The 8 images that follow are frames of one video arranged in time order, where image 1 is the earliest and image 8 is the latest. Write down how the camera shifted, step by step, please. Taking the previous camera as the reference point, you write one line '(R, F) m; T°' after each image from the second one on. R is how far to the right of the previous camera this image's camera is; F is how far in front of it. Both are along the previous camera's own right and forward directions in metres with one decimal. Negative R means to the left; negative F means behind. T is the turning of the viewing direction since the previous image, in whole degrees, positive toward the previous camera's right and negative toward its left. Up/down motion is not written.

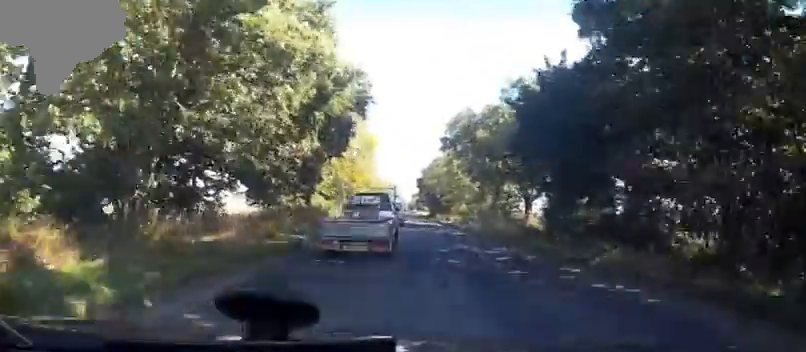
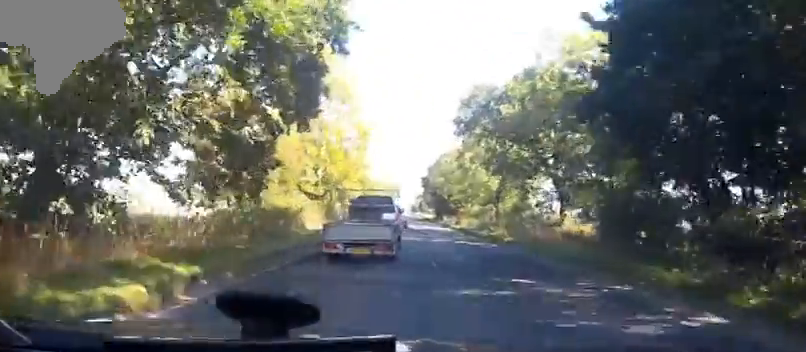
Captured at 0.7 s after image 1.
(-0.1, +9.6) m; +1°
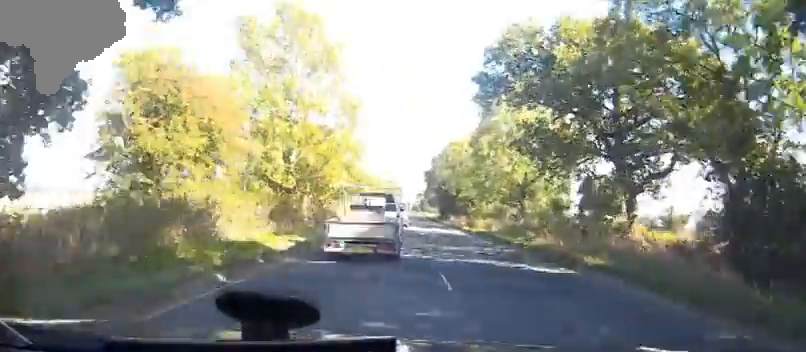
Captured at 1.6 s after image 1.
(+0.4, +11.0) m; 0°
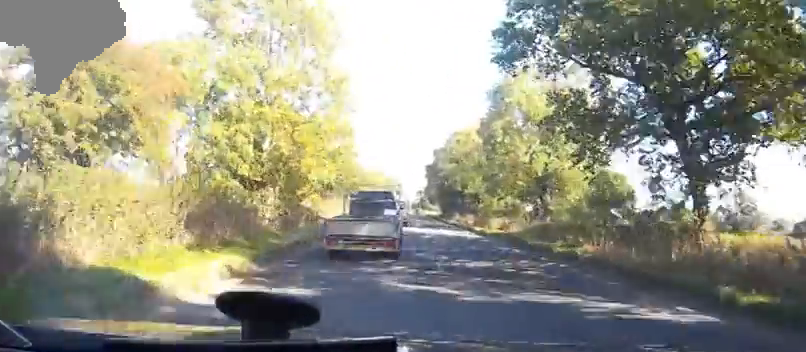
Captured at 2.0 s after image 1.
(-0.1, +6.3) m; -1°
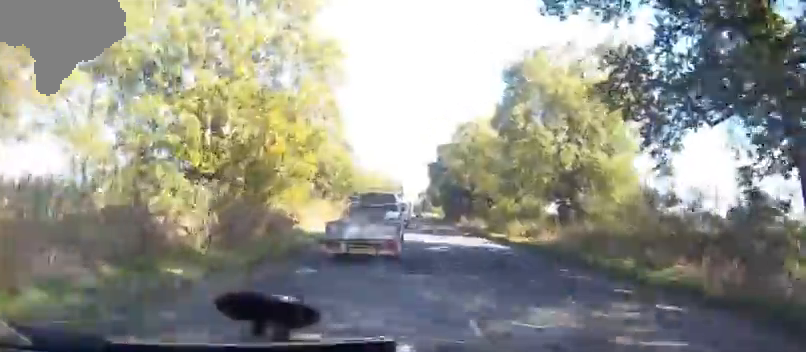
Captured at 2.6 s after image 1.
(-0.2, +6.8) m; -1°
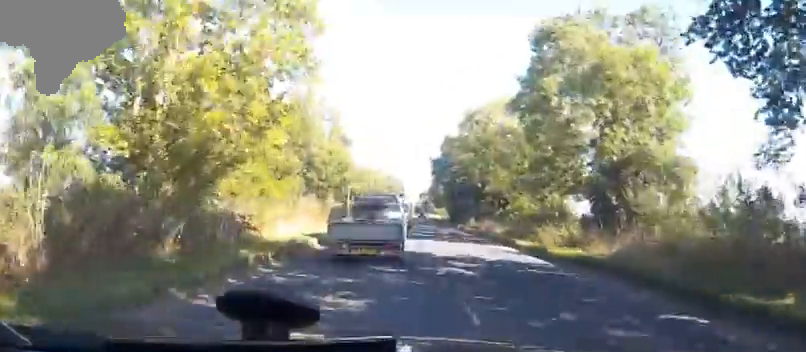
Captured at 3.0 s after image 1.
(0.0, +6.2) m; 0°
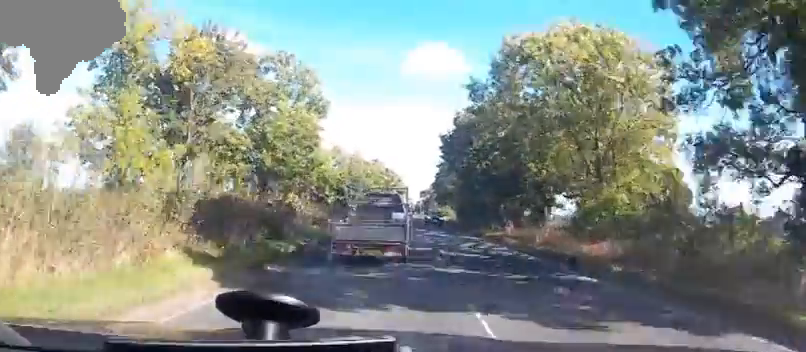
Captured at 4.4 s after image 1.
(0.0, +17.8) m; 0°
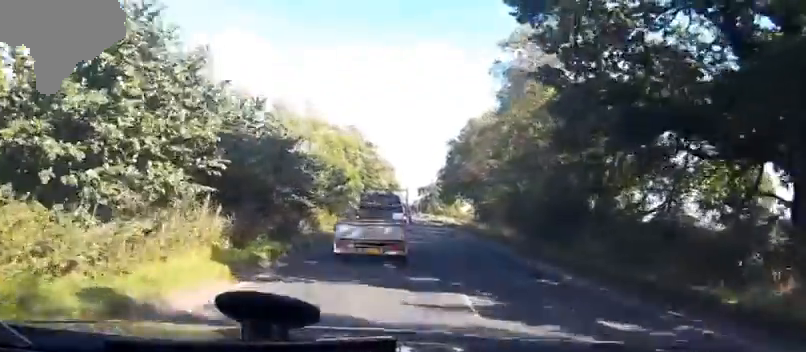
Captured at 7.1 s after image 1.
(+0.1, +32.9) m; +1°
